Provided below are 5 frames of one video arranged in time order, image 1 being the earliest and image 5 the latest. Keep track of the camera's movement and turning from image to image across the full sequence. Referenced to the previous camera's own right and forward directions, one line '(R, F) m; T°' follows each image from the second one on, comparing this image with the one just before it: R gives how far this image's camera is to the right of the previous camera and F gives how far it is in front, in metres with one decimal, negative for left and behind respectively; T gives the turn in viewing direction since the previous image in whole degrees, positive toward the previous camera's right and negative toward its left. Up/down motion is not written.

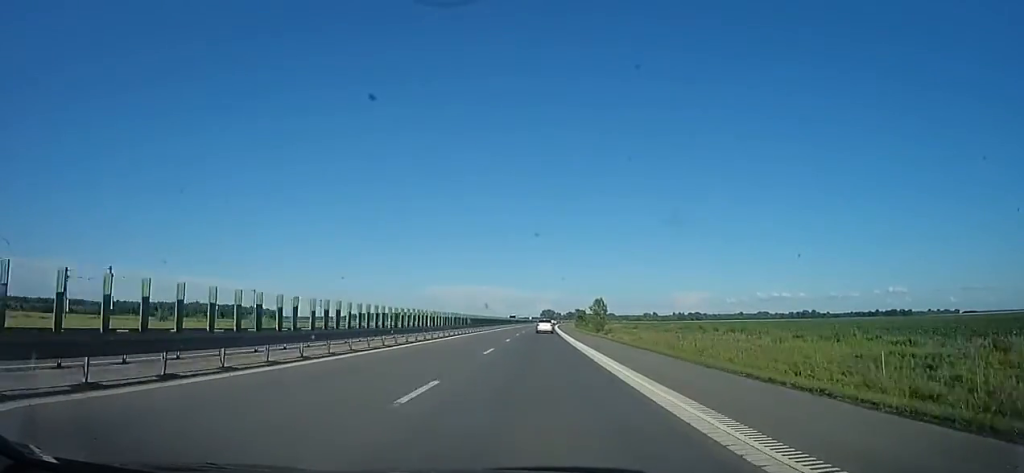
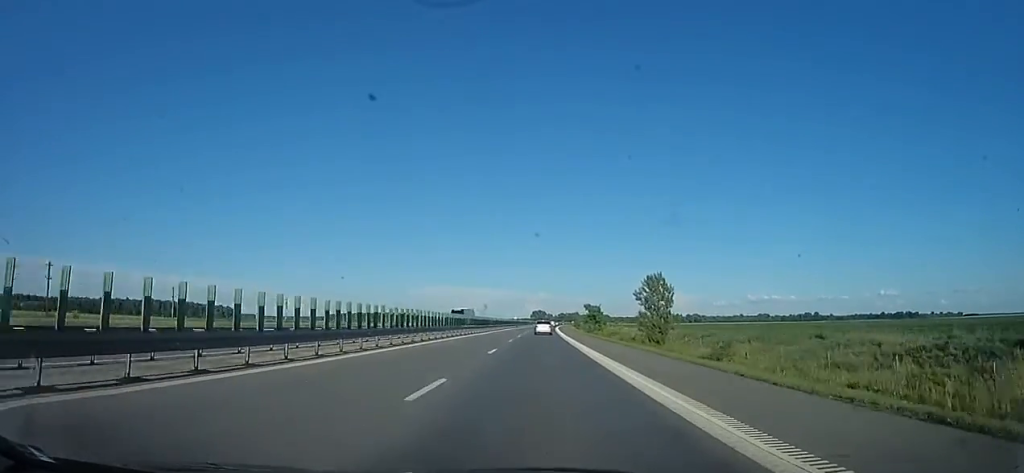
(+2.0, +59.0) m; +2°
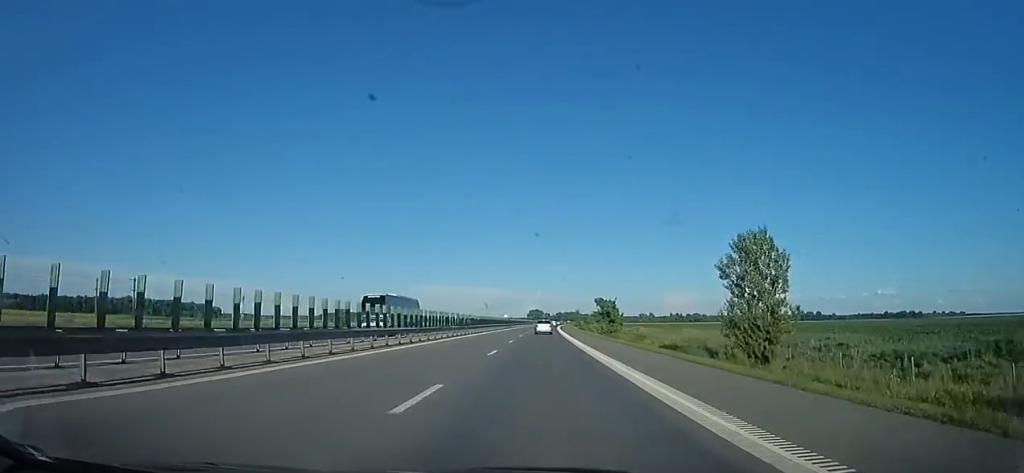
(-0.1, +25.2) m; 0°
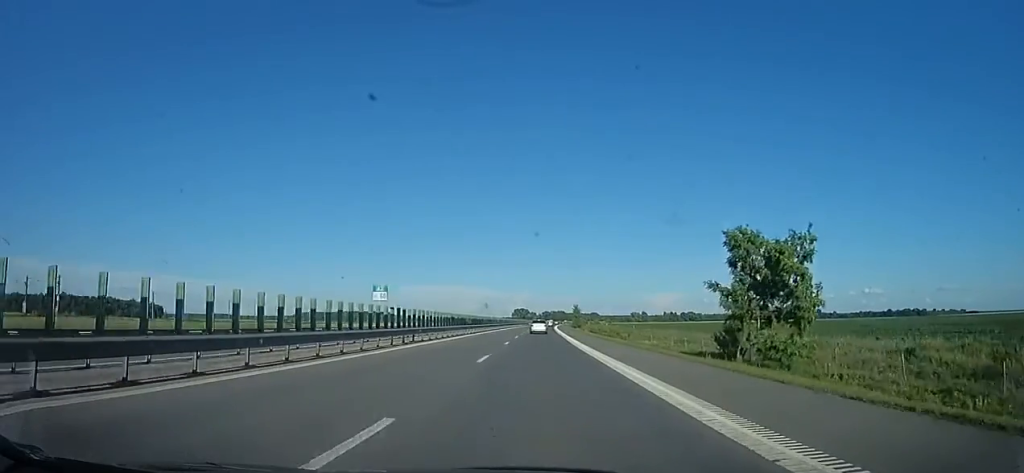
(+0.4, +63.2) m; 0°
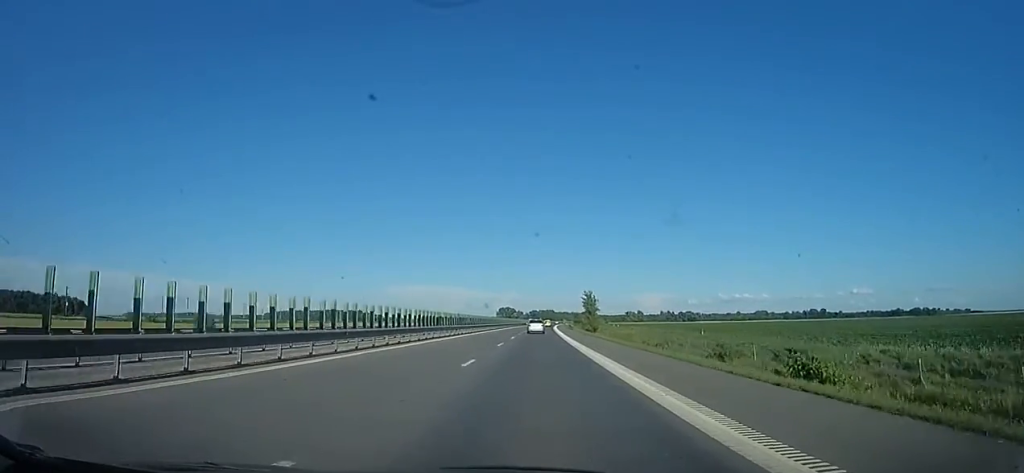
(+1.3, +73.6) m; +2°
